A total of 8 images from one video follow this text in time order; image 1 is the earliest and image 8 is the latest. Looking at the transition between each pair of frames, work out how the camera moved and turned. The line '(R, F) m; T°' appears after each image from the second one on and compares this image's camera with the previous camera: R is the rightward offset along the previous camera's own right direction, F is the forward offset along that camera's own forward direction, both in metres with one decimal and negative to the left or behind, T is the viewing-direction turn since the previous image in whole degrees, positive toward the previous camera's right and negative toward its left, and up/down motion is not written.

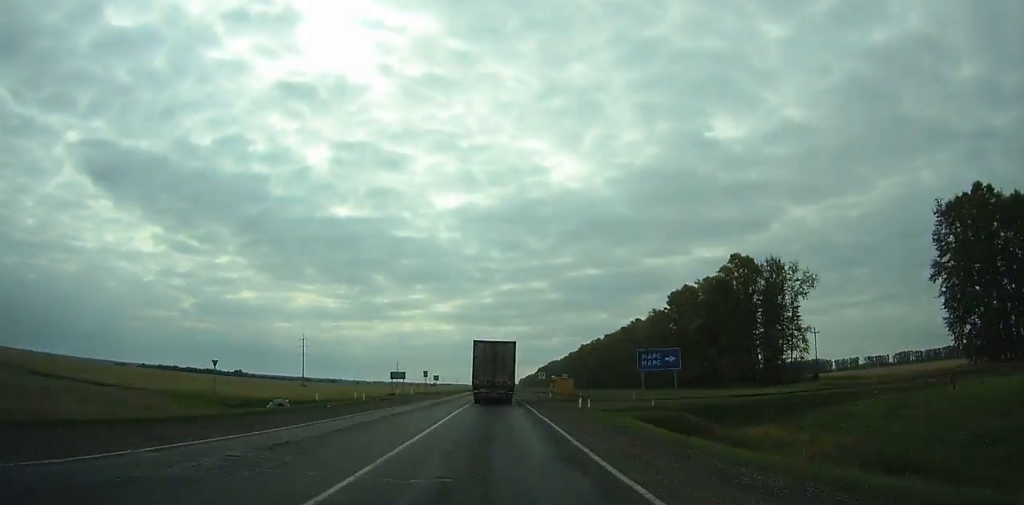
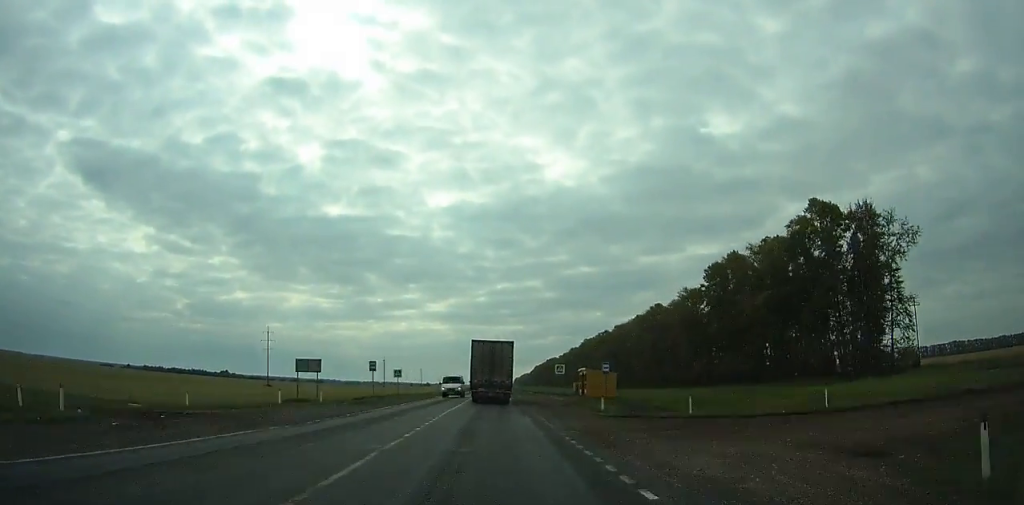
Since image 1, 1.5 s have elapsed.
(-0.1, +32.7) m; 0°
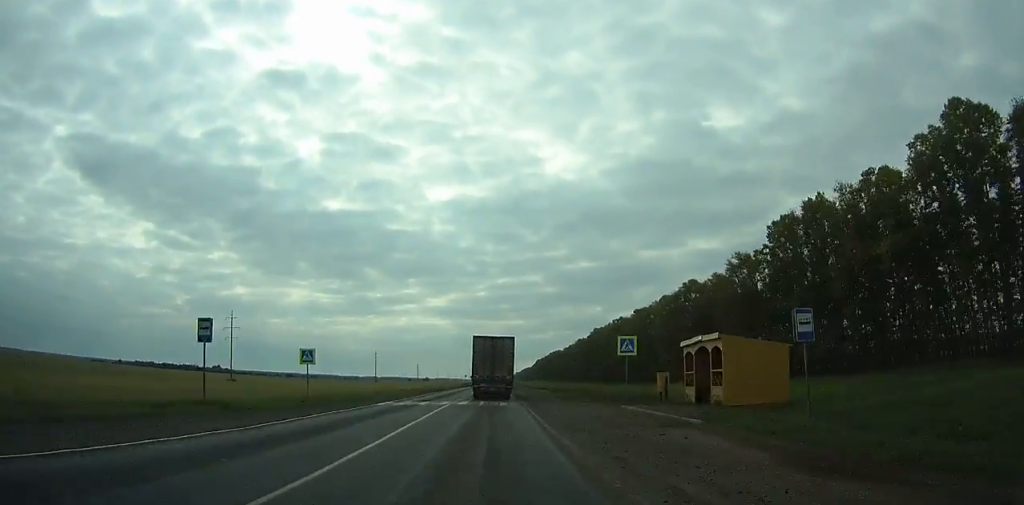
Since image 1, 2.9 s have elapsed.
(-0.1, +30.5) m; 0°
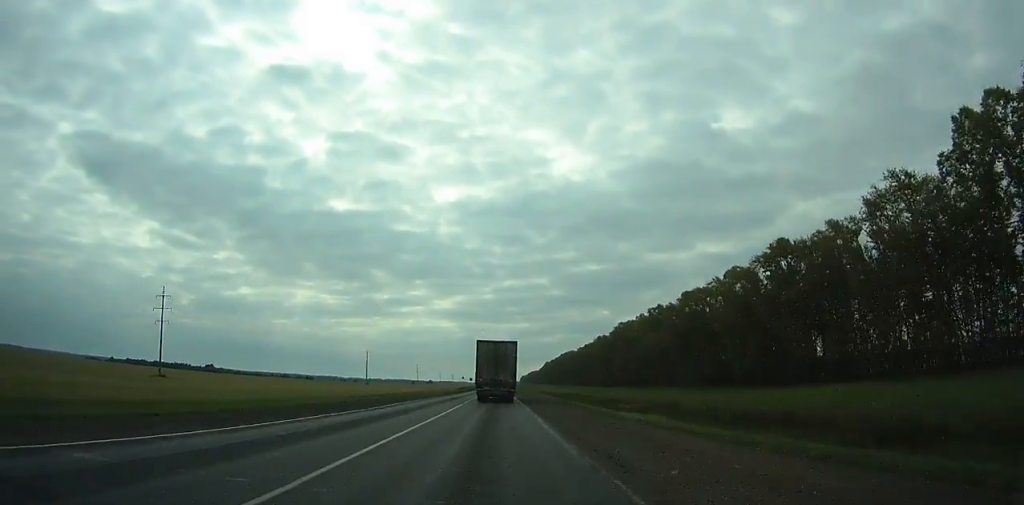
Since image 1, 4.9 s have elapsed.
(+0.2, +44.1) m; 0°
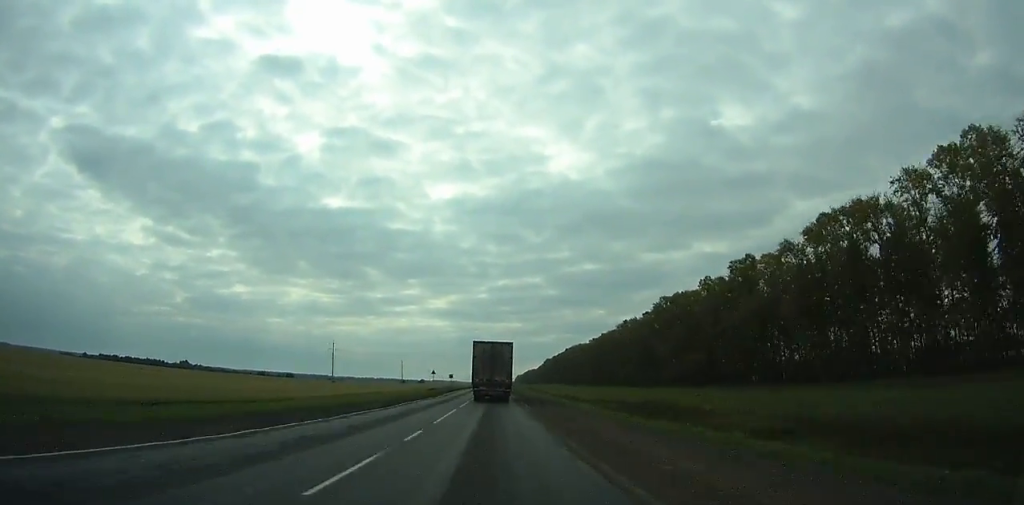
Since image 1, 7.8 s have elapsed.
(+0.1, +64.8) m; 0°
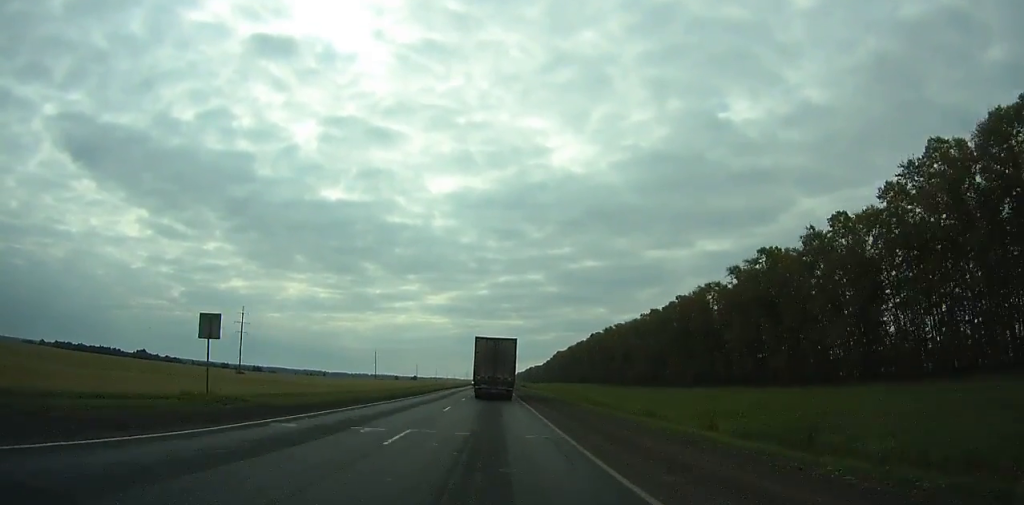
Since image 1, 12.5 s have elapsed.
(+0.1, +107.4) m; 0°
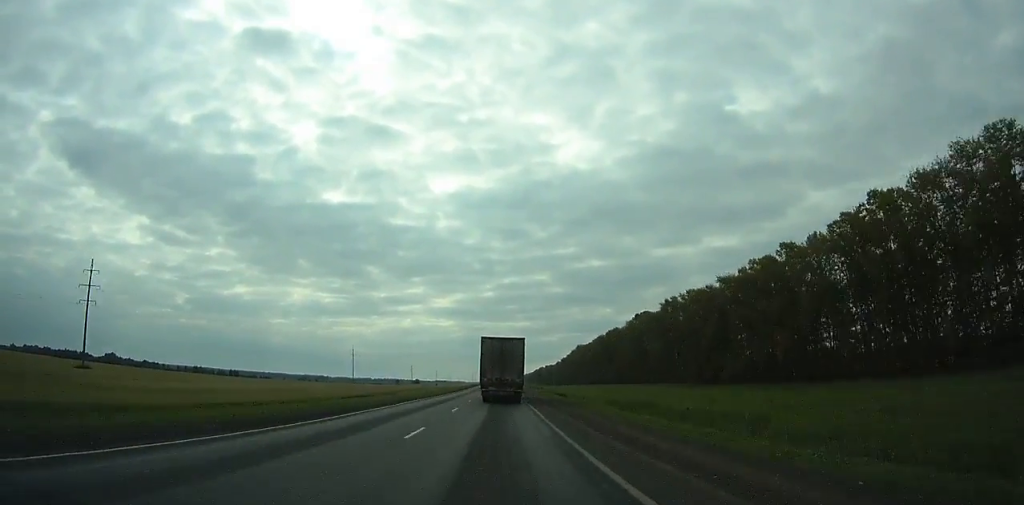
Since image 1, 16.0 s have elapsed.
(+0.4, +80.7) m; 0°
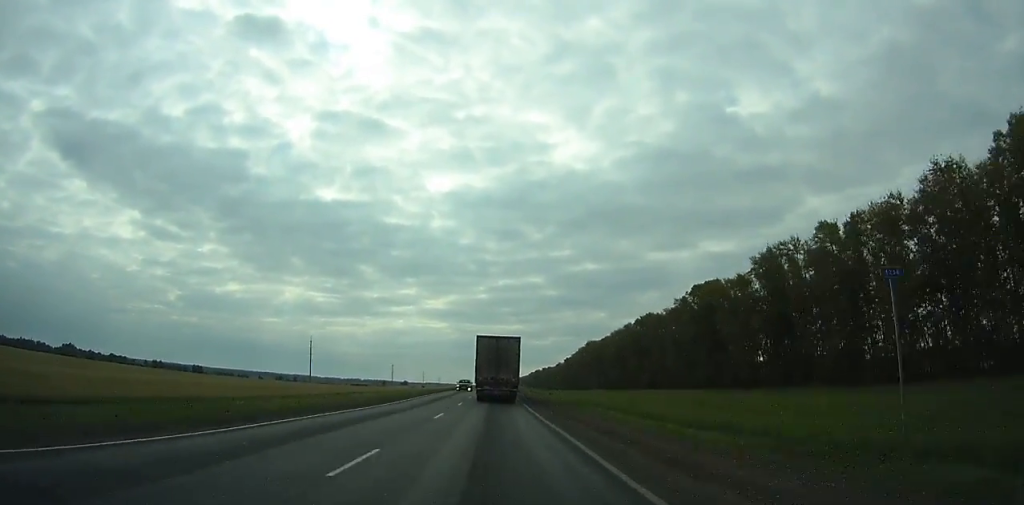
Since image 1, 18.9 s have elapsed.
(-0.1, +66.4) m; 0°
